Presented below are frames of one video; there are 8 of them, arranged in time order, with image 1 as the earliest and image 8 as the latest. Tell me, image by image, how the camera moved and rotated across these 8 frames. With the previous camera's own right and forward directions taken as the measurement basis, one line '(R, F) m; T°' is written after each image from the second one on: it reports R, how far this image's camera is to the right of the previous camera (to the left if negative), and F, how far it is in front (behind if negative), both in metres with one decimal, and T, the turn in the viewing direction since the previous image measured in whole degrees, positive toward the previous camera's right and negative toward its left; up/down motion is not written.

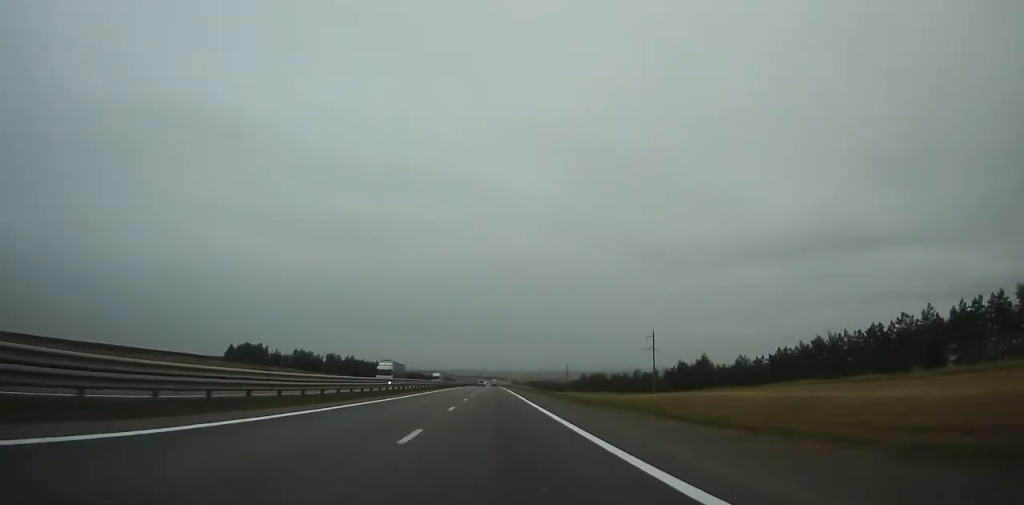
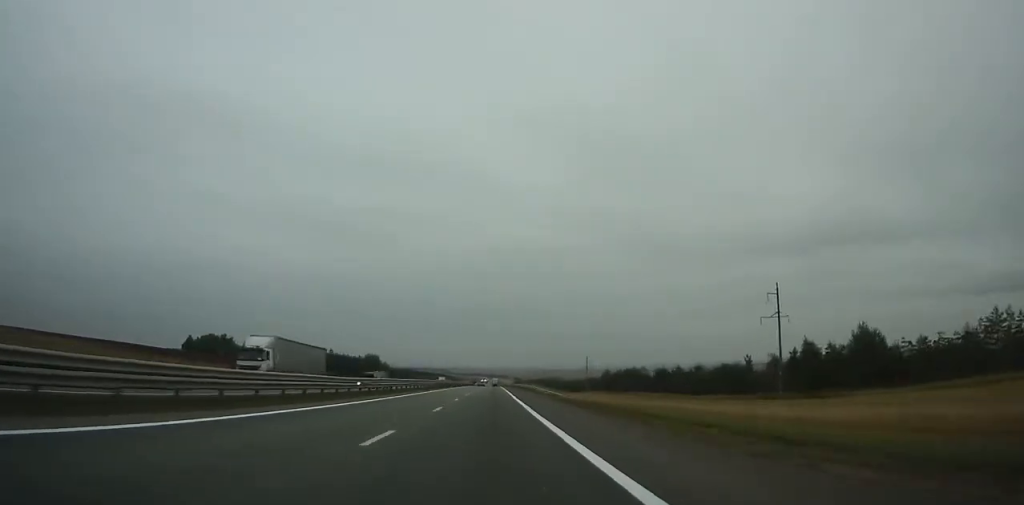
(+6.5, +88.5) m; +4°
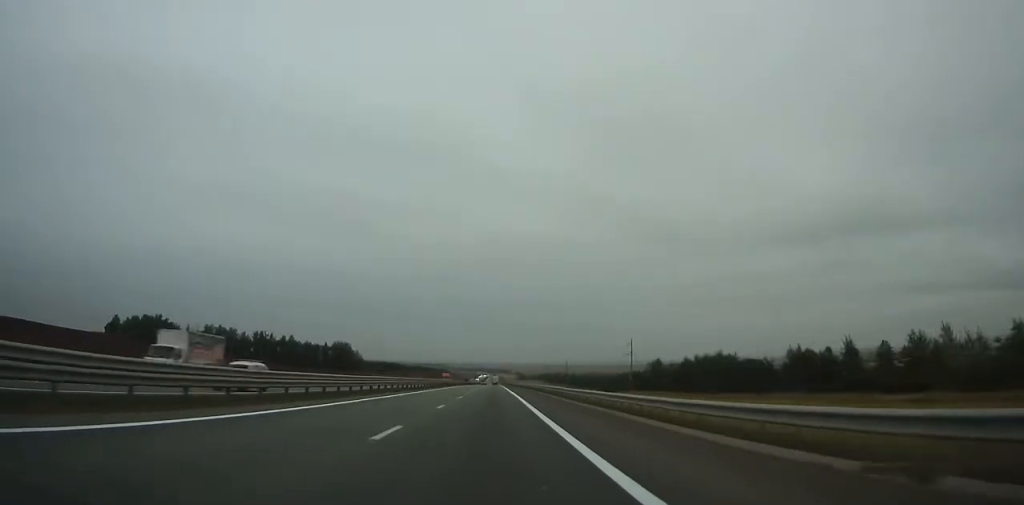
(+0.3, +108.0) m; 0°
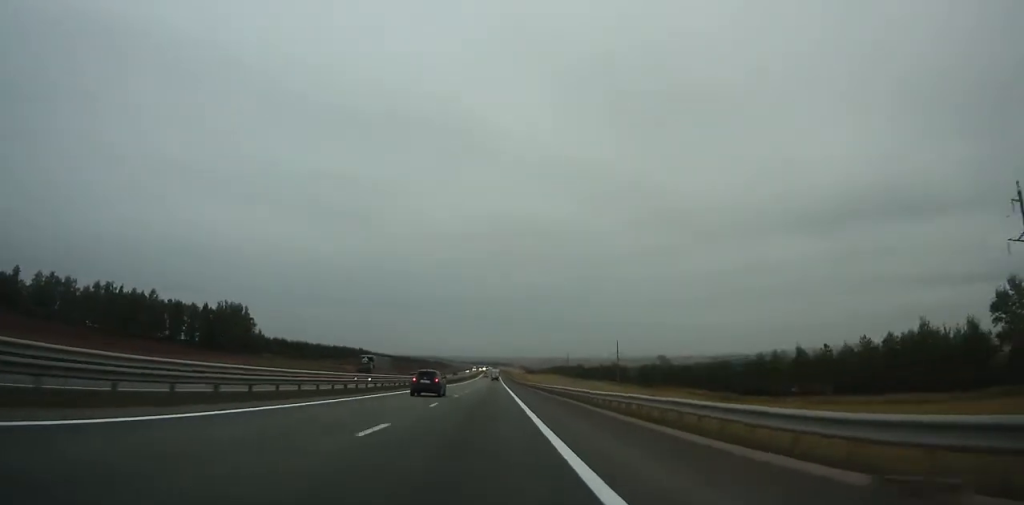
(-0.2, +177.5) m; 0°
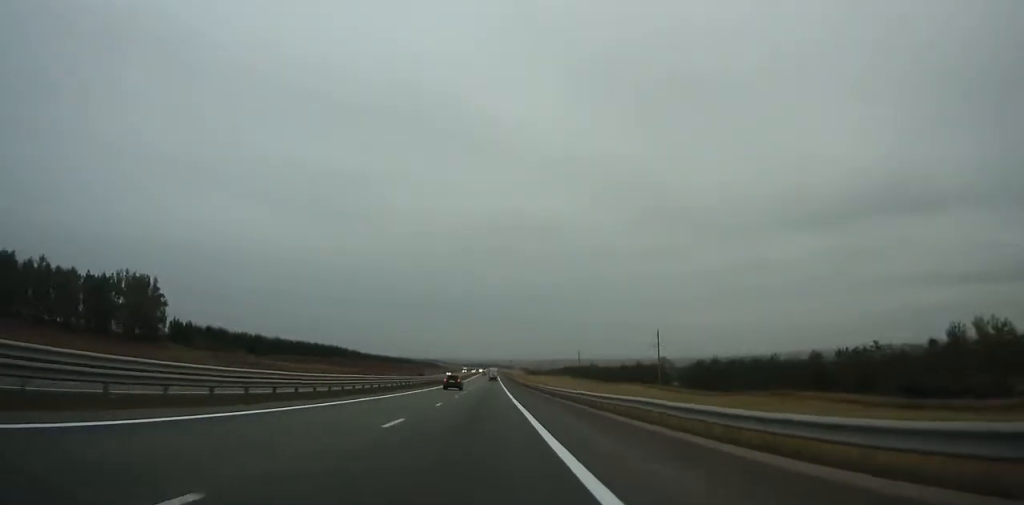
(-0.1, +69.1) m; 0°
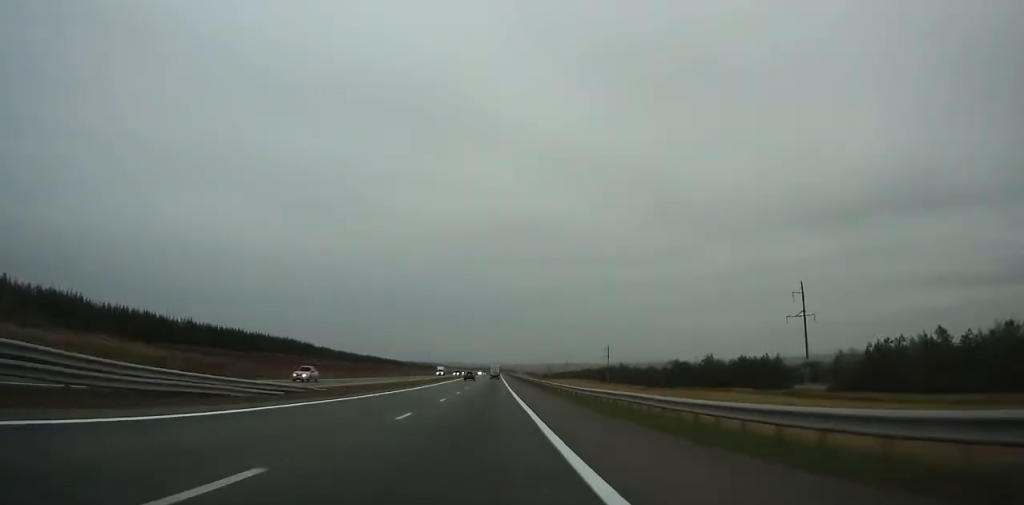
(-0.3, +95.7) m; 0°
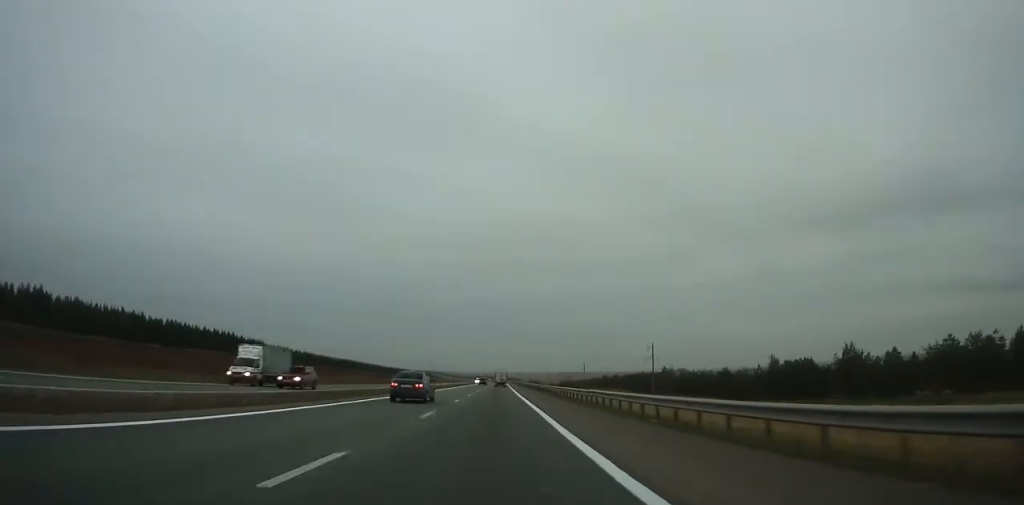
(-0.2, +82.0) m; 0°
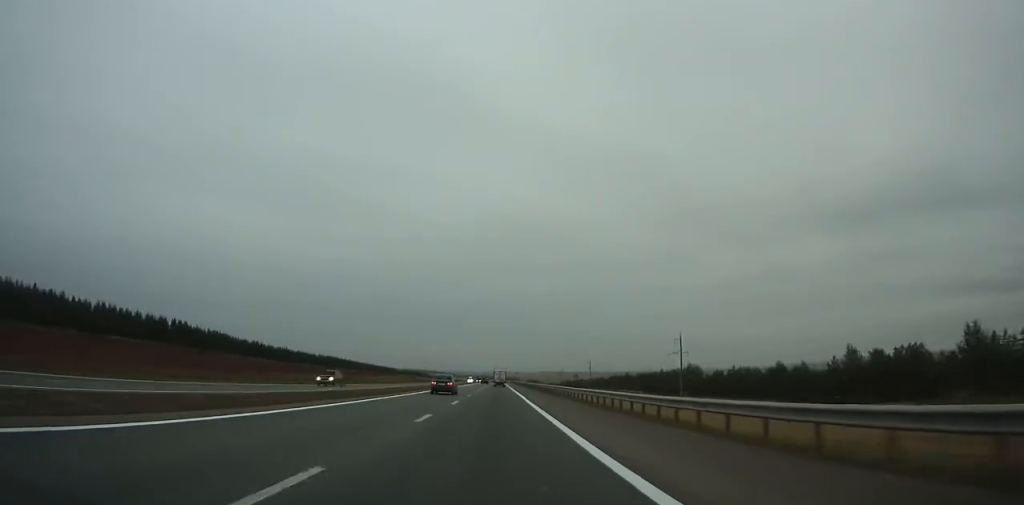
(-0.1, +39.3) m; 0°
